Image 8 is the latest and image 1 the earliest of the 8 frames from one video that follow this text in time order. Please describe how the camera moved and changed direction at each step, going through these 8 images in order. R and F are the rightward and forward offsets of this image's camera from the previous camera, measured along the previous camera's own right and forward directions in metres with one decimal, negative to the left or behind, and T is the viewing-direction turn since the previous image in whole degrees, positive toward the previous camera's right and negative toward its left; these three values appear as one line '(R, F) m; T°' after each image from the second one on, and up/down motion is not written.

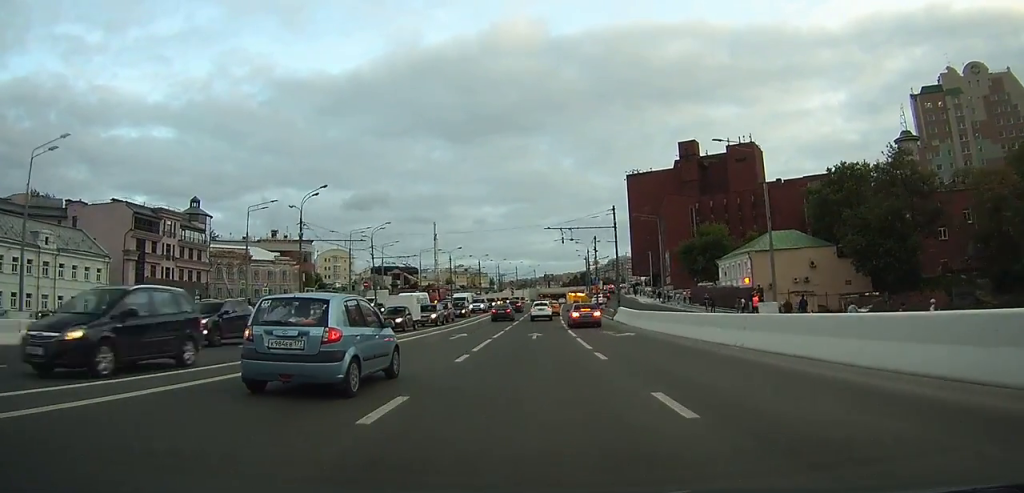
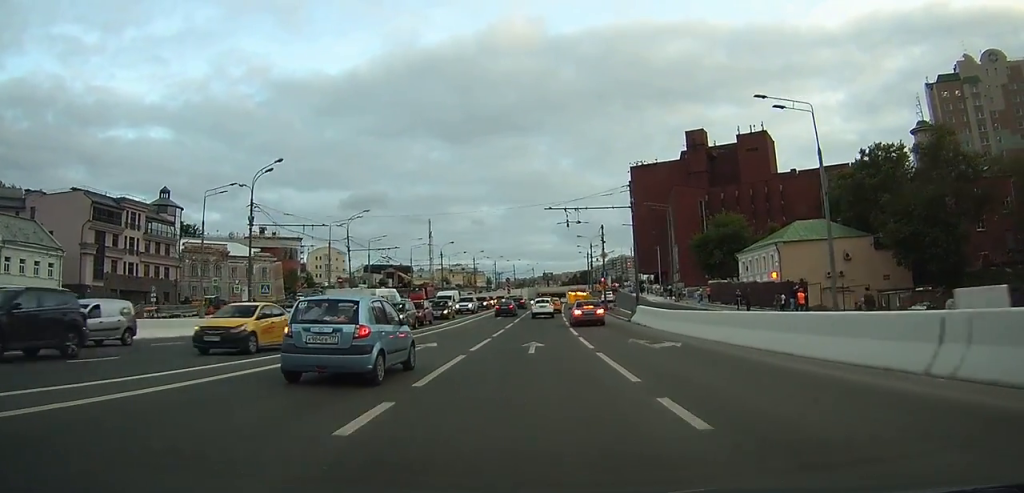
(0.0, +8.5) m; 0°
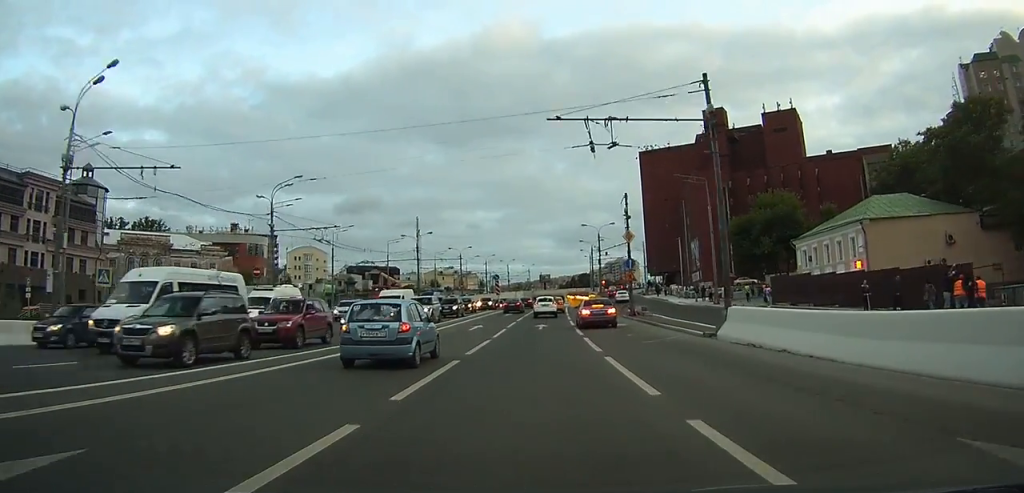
(0.0, +17.4) m; 0°
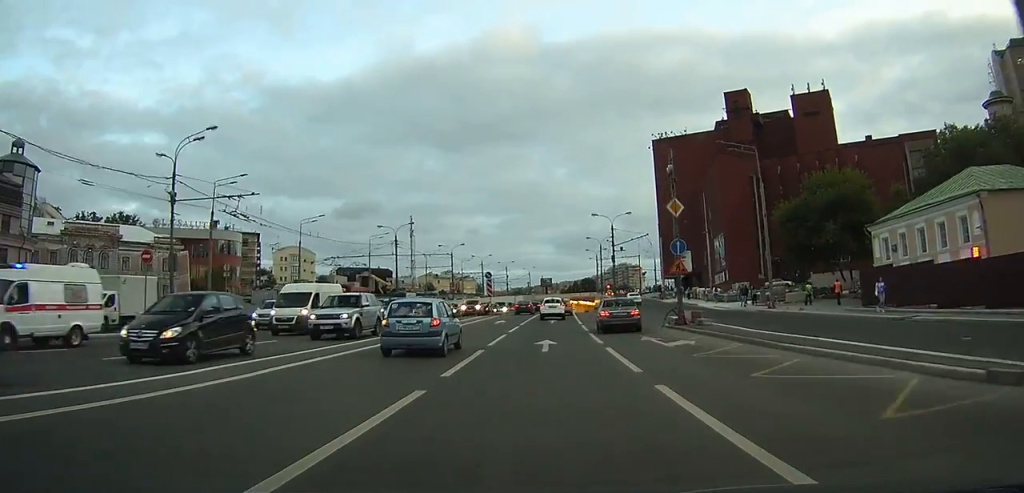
(0.0, +13.0) m; 0°
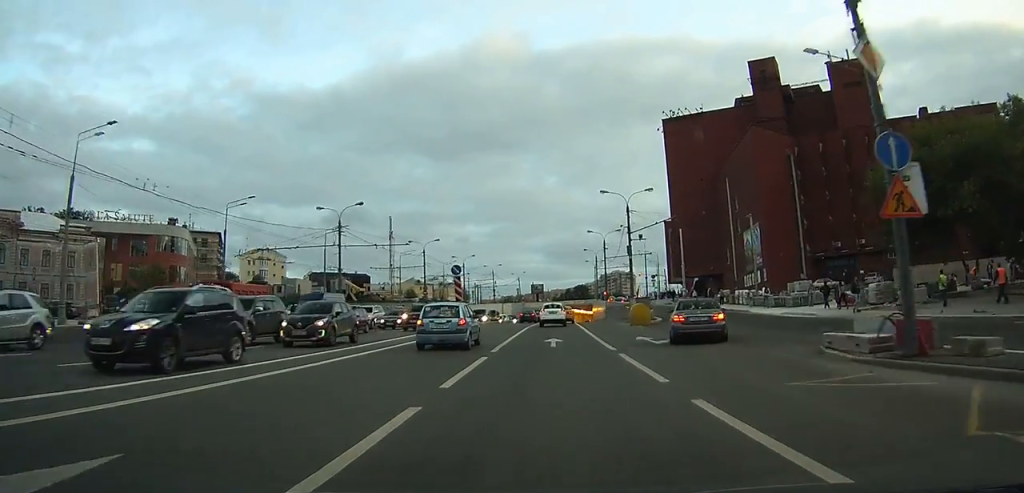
(0.0, +16.9) m; +1°
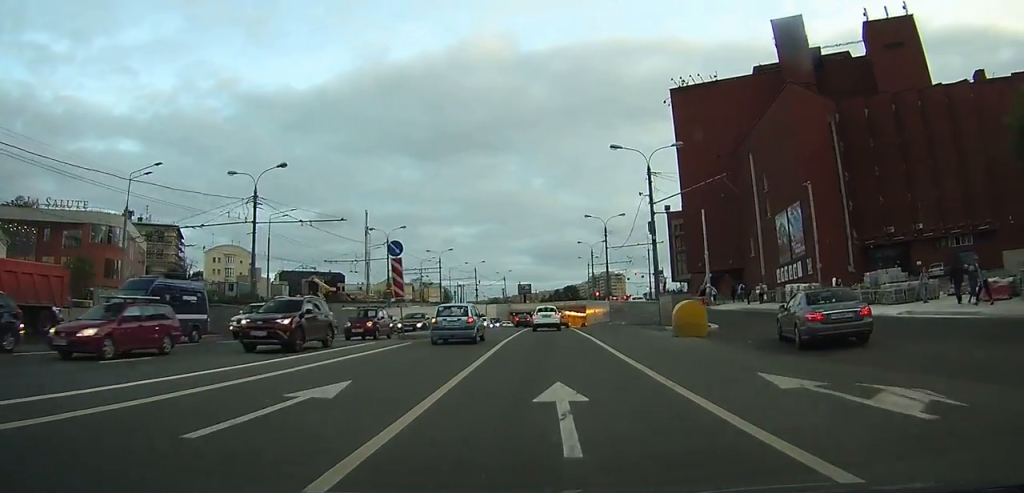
(+0.1, +14.1) m; +1°
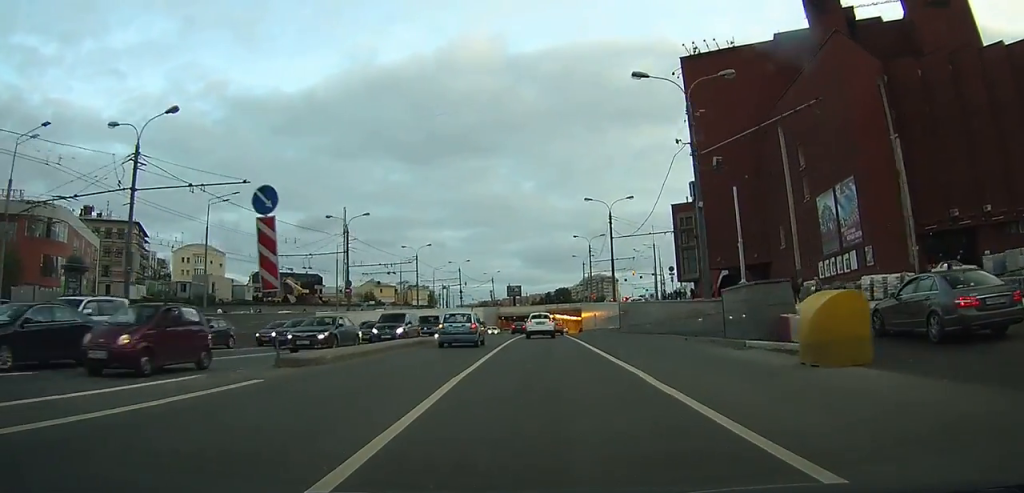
(+0.2, +11.8) m; +1°
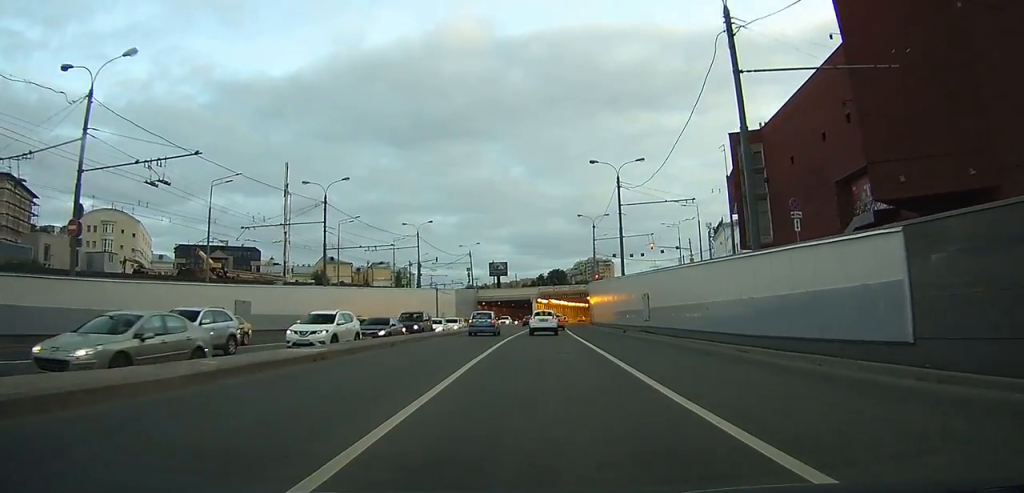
(+0.7, +36.0) m; +1°
